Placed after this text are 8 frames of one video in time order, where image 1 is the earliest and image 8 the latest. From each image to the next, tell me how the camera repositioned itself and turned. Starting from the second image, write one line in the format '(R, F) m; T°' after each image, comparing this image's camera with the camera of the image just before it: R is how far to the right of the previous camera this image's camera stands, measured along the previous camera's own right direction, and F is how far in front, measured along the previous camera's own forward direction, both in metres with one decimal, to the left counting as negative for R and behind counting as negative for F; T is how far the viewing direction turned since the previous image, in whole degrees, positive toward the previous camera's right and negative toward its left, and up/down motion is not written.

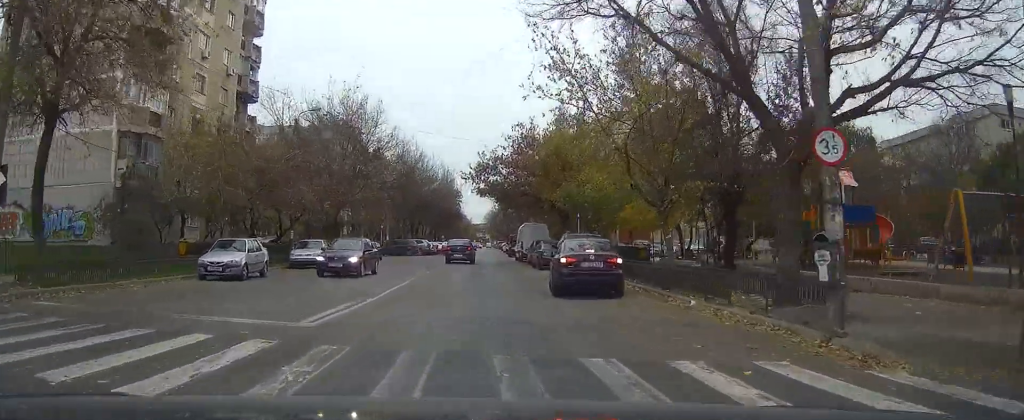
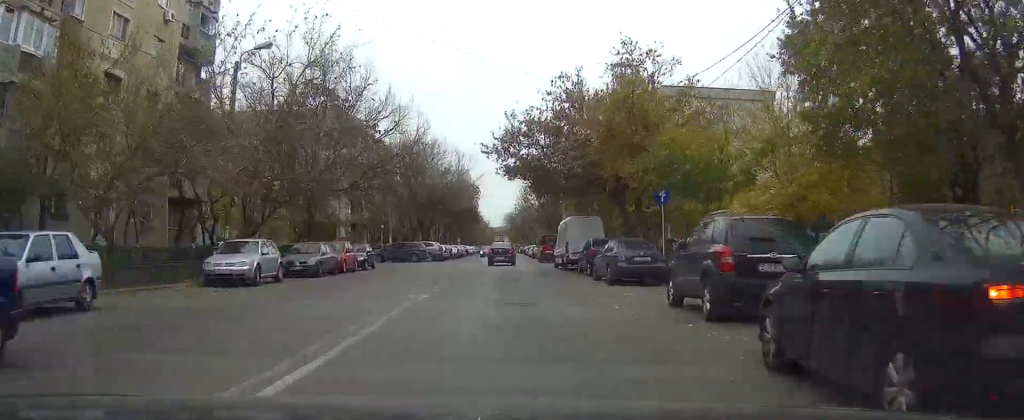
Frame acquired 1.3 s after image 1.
(+0.8, +13.1) m; +3°
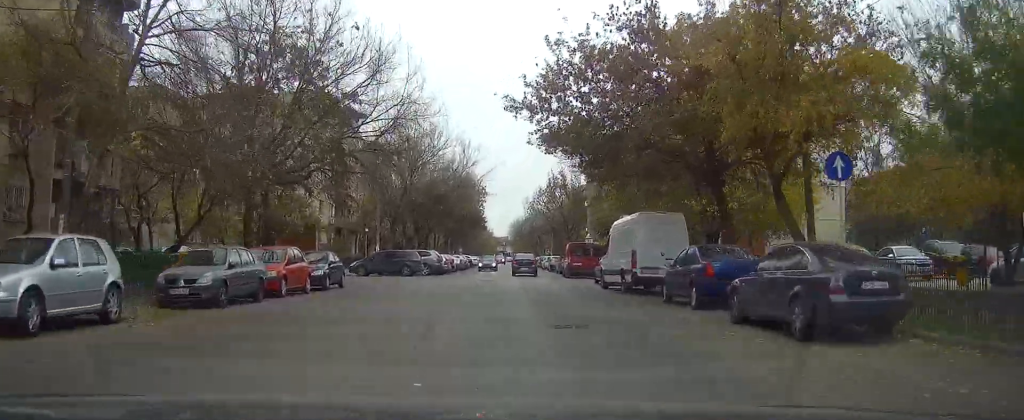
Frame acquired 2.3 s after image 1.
(-0.3, +12.1) m; -1°
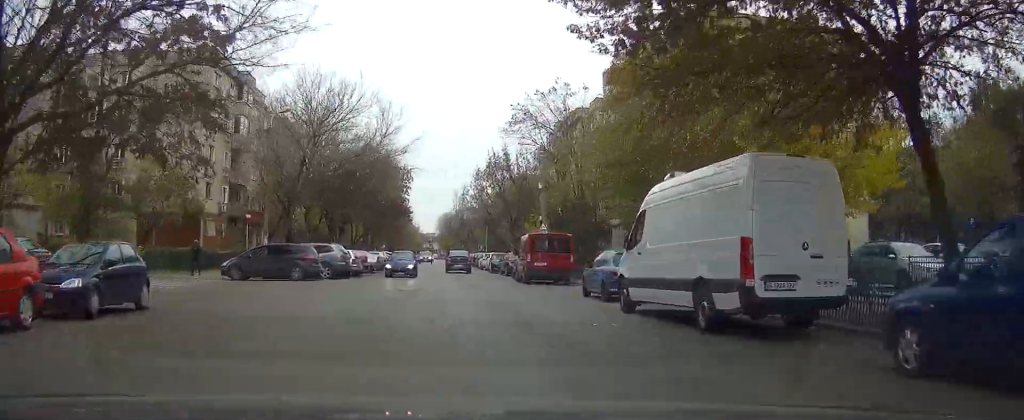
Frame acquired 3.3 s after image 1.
(+0.1, +12.8) m; +3°
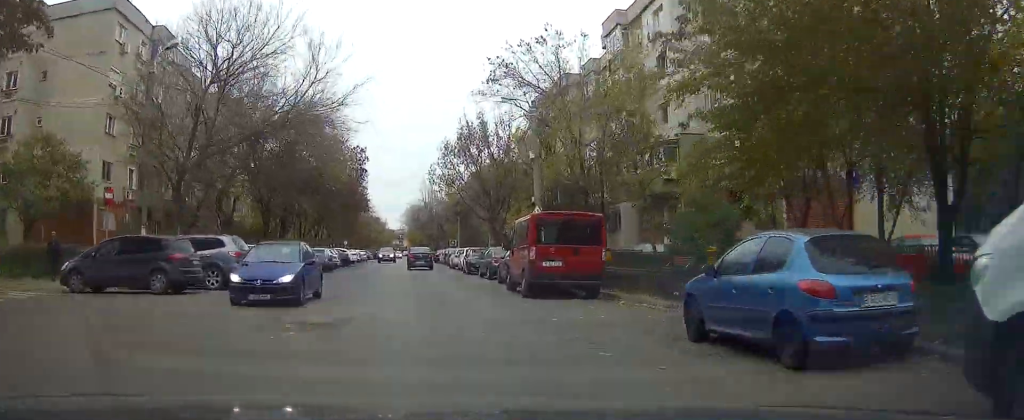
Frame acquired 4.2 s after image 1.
(+0.6, +12.0) m; +2°
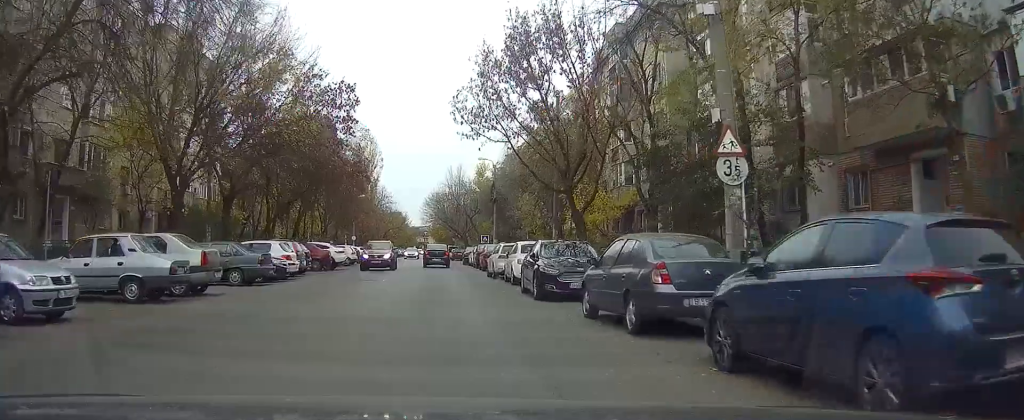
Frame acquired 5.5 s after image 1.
(-0.1, +20.0) m; -1°
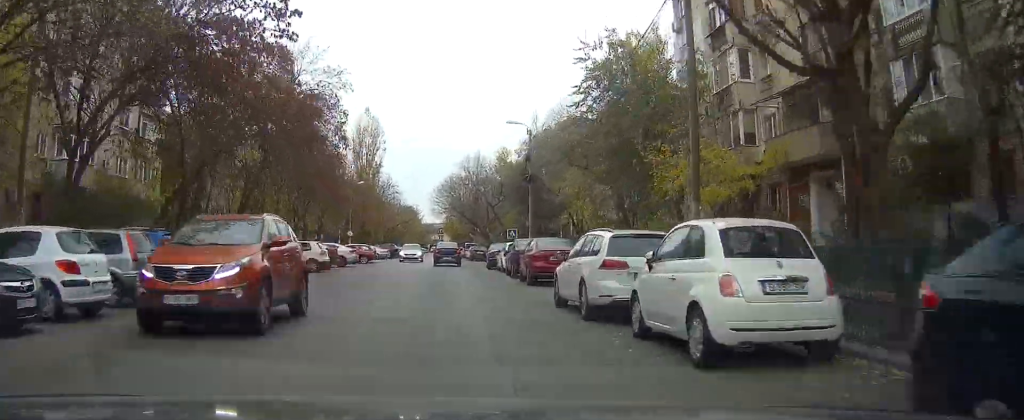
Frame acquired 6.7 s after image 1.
(-0.3, +17.1) m; -2°
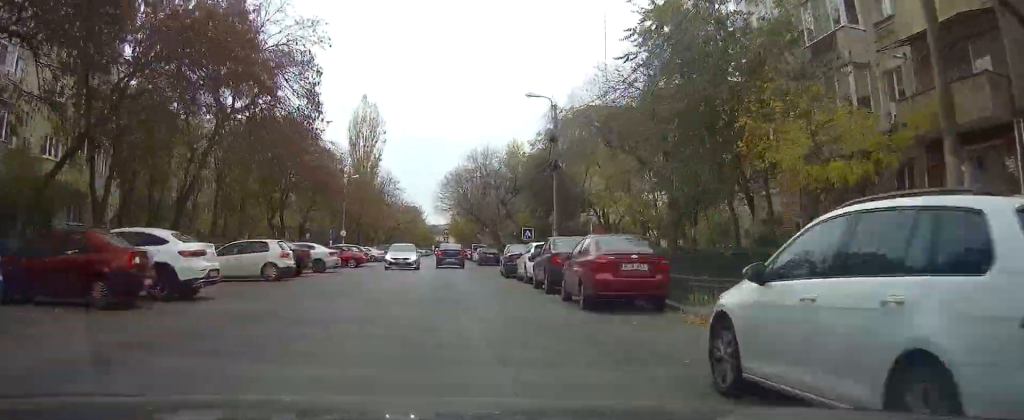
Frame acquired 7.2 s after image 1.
(-0.1, +8.6) m; -1°
